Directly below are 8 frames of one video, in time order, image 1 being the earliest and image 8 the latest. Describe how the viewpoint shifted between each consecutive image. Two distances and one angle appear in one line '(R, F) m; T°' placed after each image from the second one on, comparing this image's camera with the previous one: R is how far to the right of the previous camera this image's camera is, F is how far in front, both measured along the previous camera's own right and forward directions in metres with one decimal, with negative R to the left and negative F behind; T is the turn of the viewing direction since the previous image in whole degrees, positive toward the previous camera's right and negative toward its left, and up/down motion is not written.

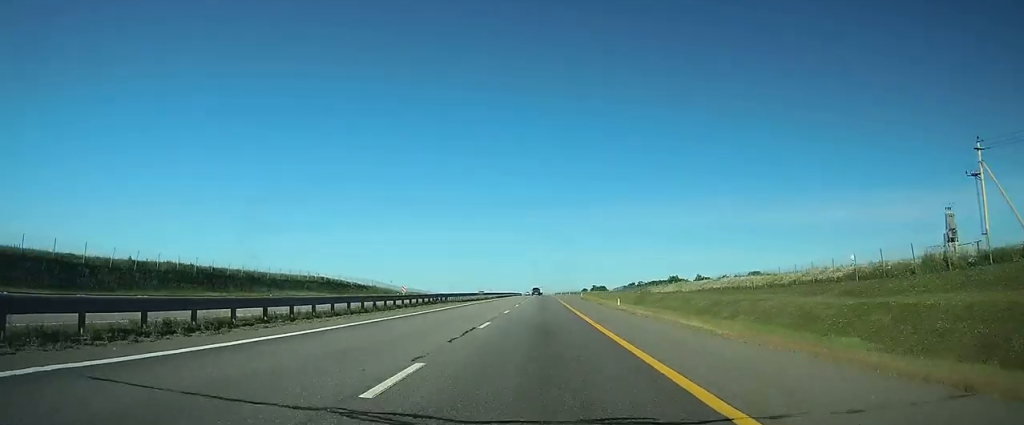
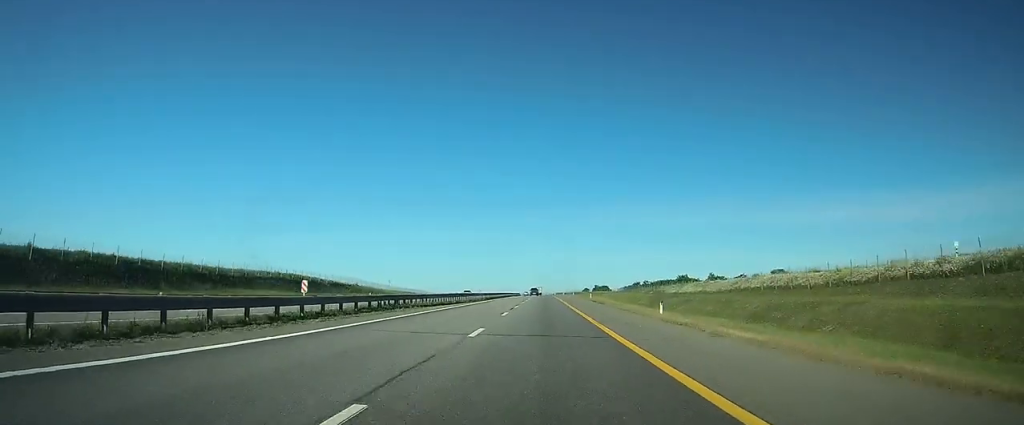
(0.0, +15.5) m; 0°
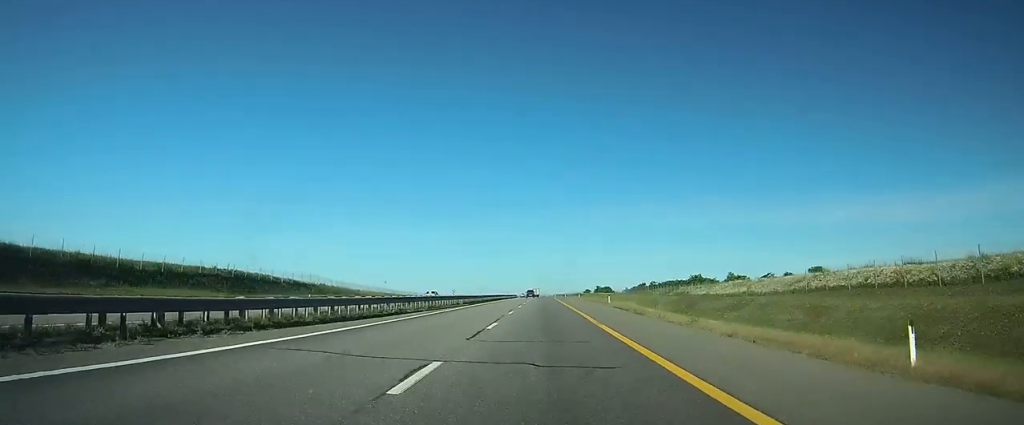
(0.0, +20.3) m; 0°
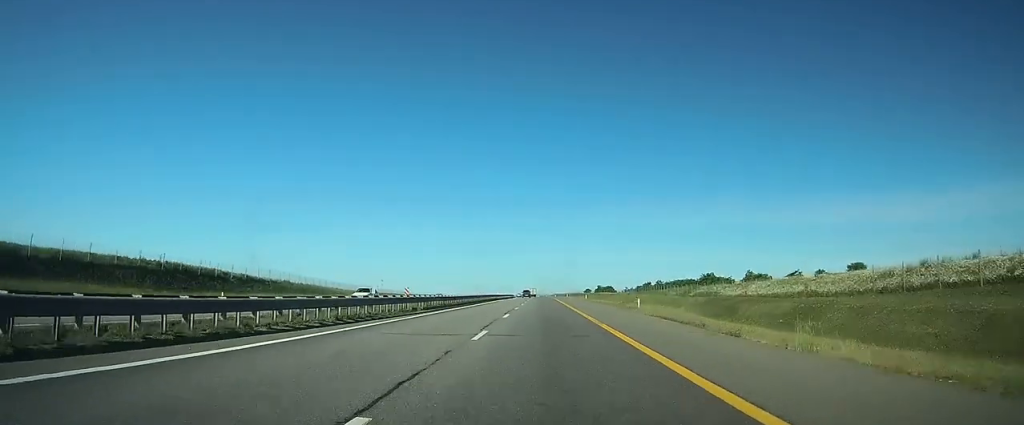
(0.0, +16.5) m; 0°
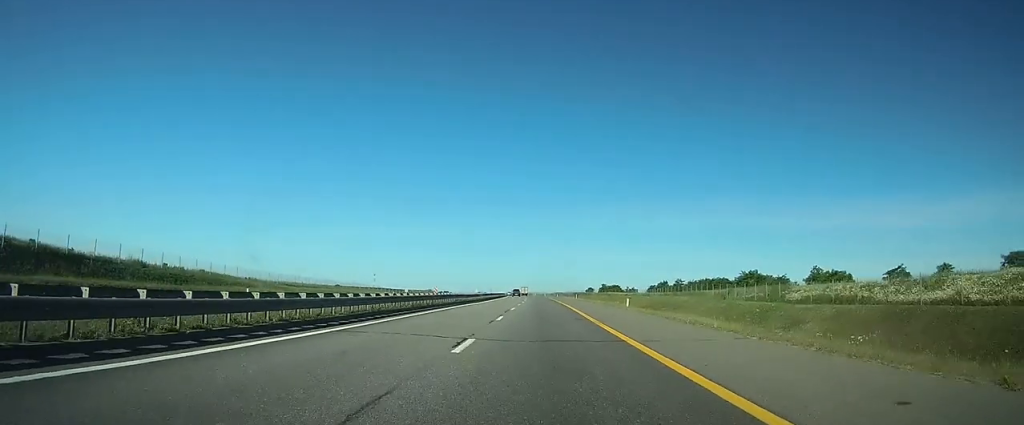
(-0.2, +39.7) m; 0°
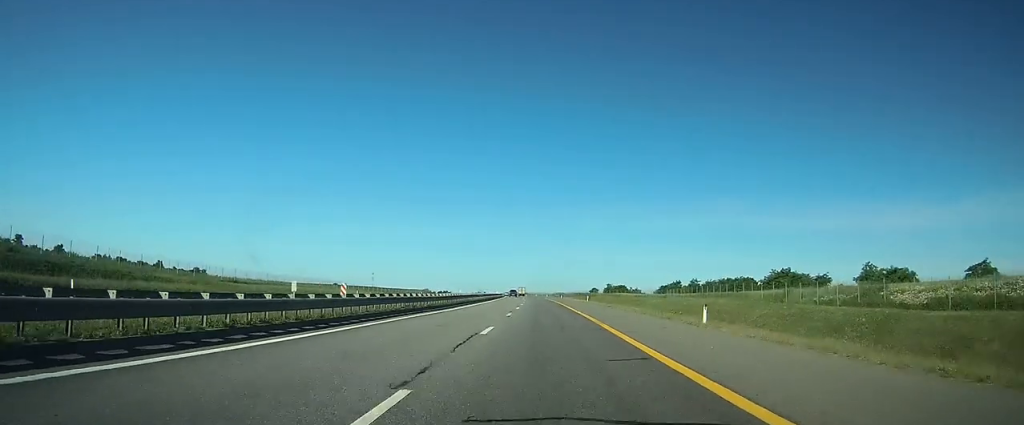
(0.0, +19.3) m; 0°
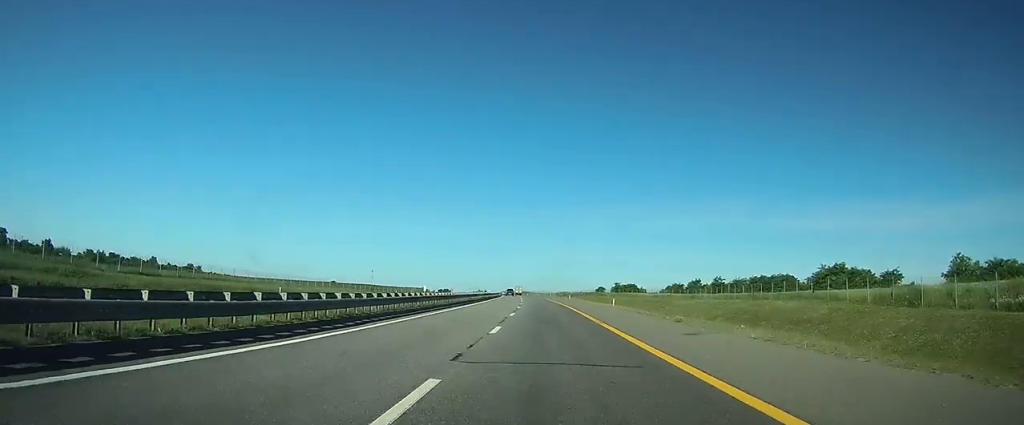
(+0.2, +23.1) m; 0°
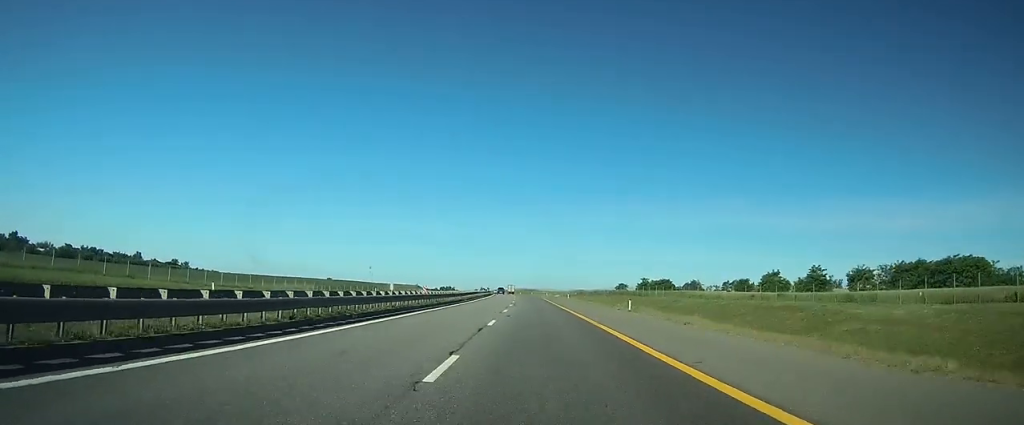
(-0.1, +57.3) m; 0°
